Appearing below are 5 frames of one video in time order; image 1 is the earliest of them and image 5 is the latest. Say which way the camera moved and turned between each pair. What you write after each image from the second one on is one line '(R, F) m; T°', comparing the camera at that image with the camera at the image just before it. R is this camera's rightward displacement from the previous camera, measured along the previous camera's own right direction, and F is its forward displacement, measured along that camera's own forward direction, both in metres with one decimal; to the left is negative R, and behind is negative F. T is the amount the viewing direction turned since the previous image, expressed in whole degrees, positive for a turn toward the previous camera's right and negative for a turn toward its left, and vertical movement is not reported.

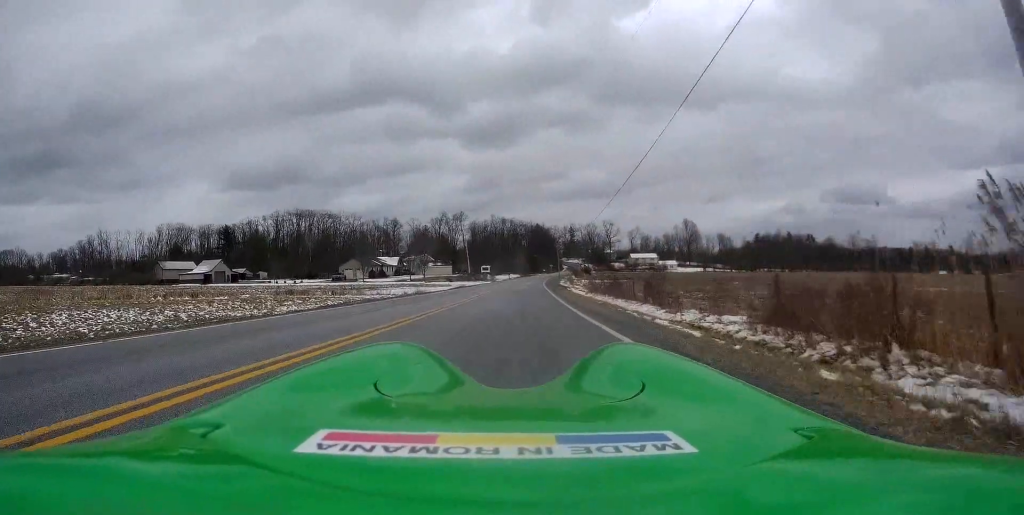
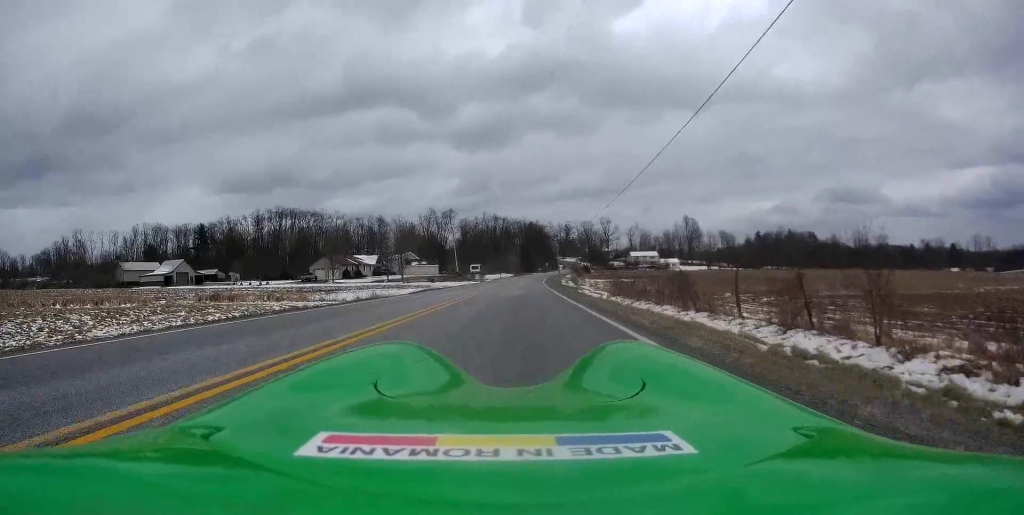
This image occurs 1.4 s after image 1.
(-0.4, +16.4) m; 0°
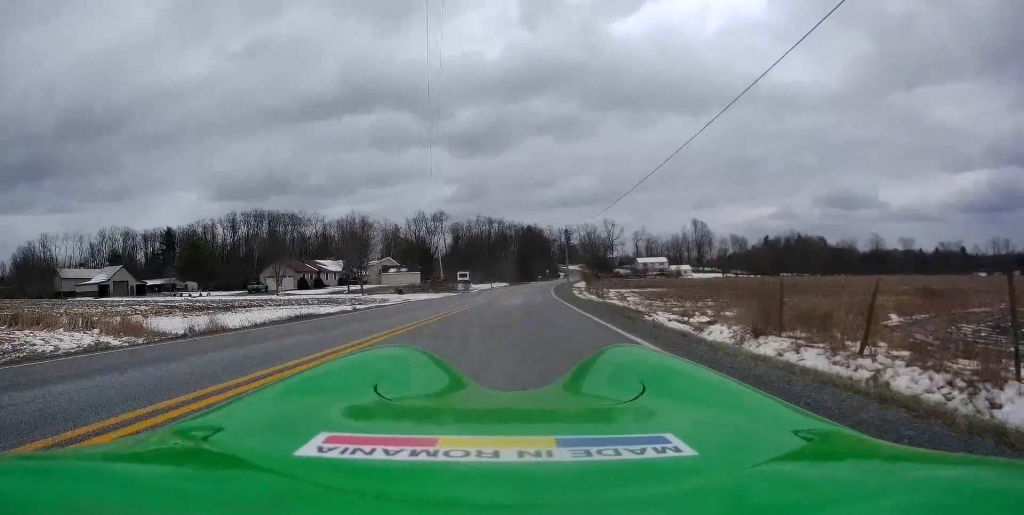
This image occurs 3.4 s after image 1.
(+1.5, +23.9) m; +4°
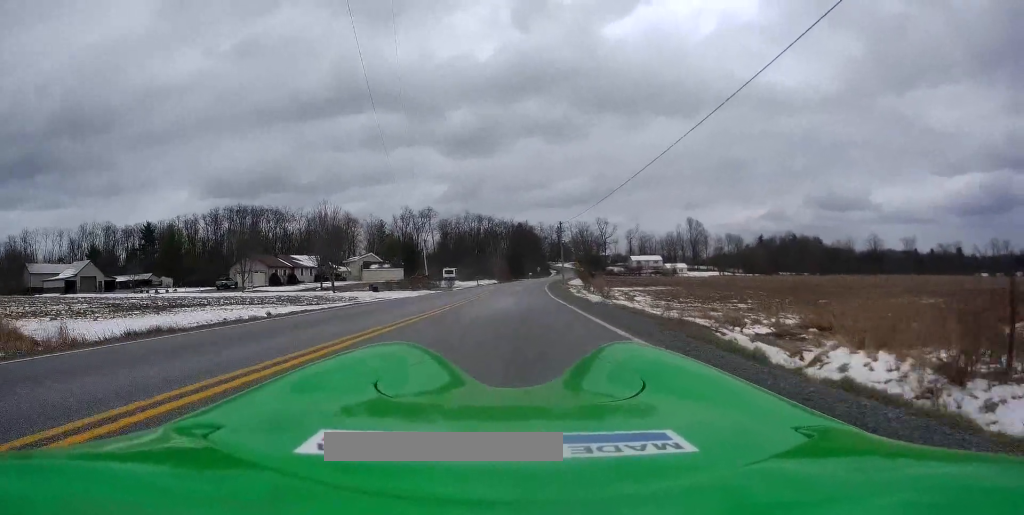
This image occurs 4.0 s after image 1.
(-0.1, +8.1) m; 0°
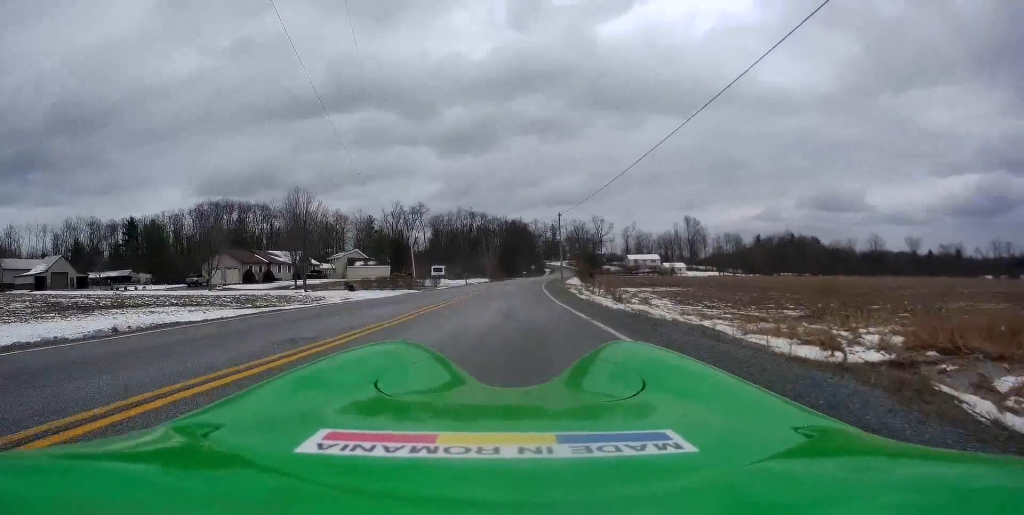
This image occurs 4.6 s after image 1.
(0.0, +7.0) m; 0°
